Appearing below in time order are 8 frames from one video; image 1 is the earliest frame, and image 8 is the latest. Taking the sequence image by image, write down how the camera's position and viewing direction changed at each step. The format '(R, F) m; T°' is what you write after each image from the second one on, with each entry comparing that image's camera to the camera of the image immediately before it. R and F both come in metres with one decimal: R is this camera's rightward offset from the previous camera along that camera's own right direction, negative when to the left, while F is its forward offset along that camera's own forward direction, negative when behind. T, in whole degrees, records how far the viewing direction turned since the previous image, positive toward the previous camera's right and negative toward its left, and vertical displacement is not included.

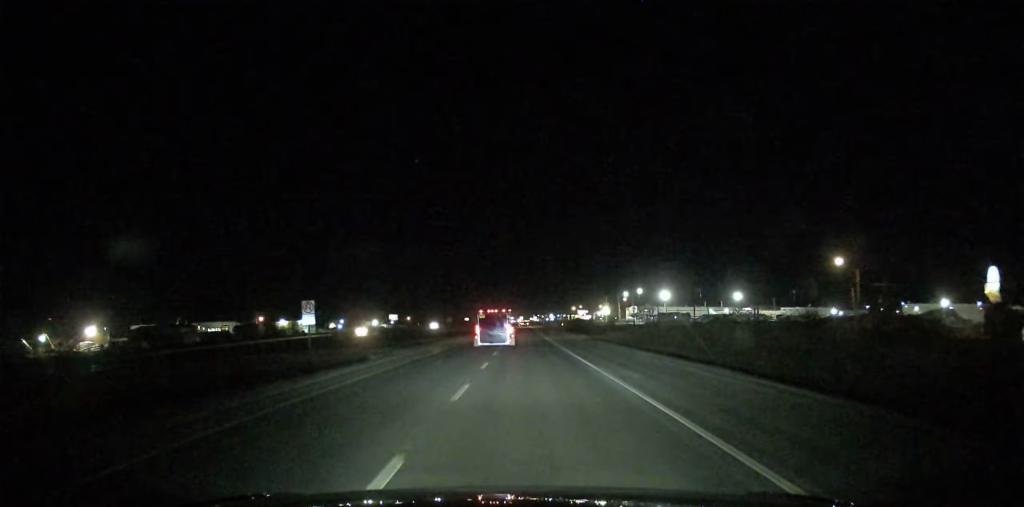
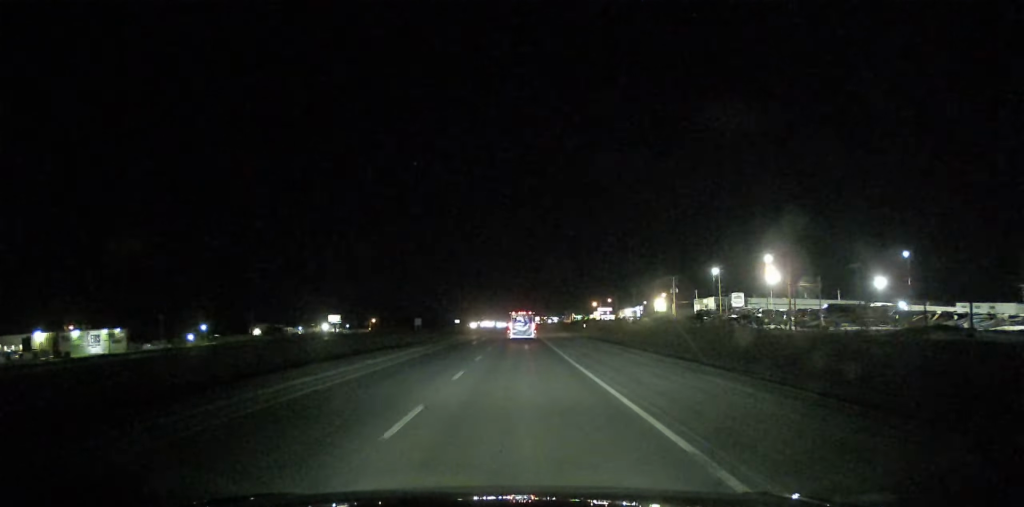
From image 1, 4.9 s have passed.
(+0.3, +156.6) m; 0°
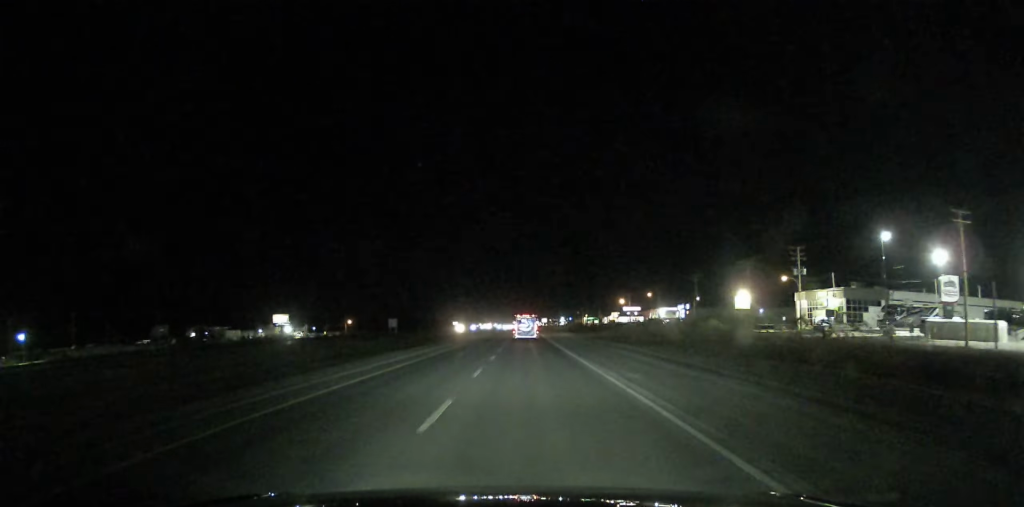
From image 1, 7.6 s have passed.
(-0.2, +89.8) m; 0°
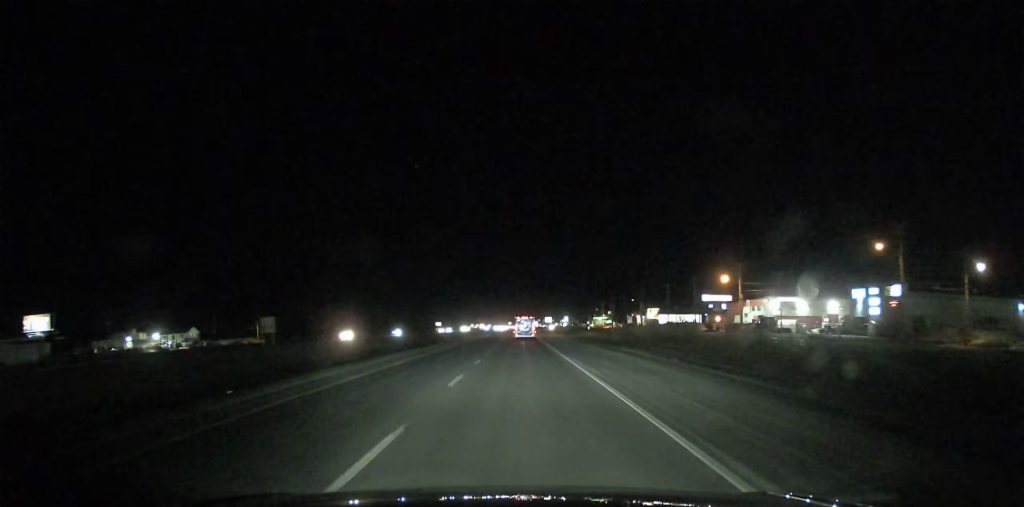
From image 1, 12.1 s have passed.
(-0.1, +151.1) m; 0°
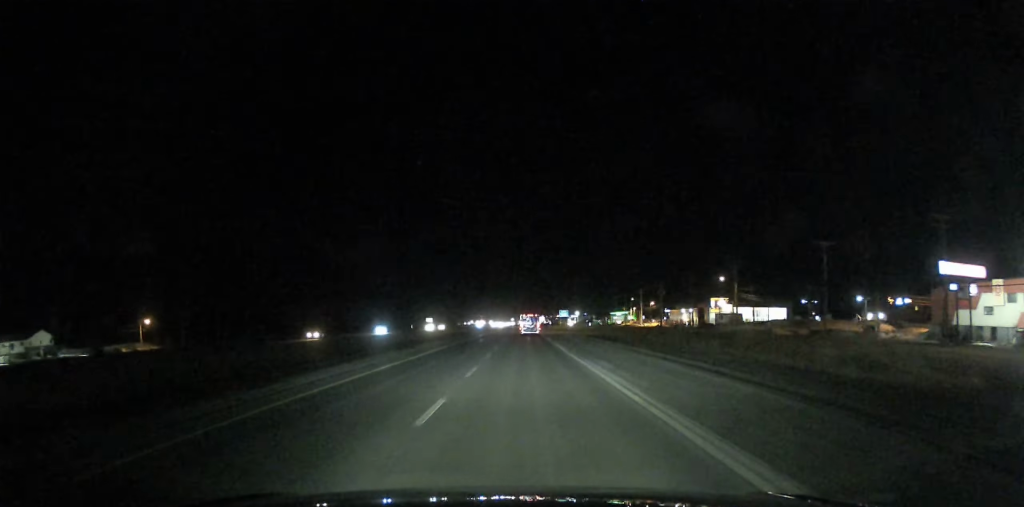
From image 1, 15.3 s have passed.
(0.0, +84.1) m; 0°
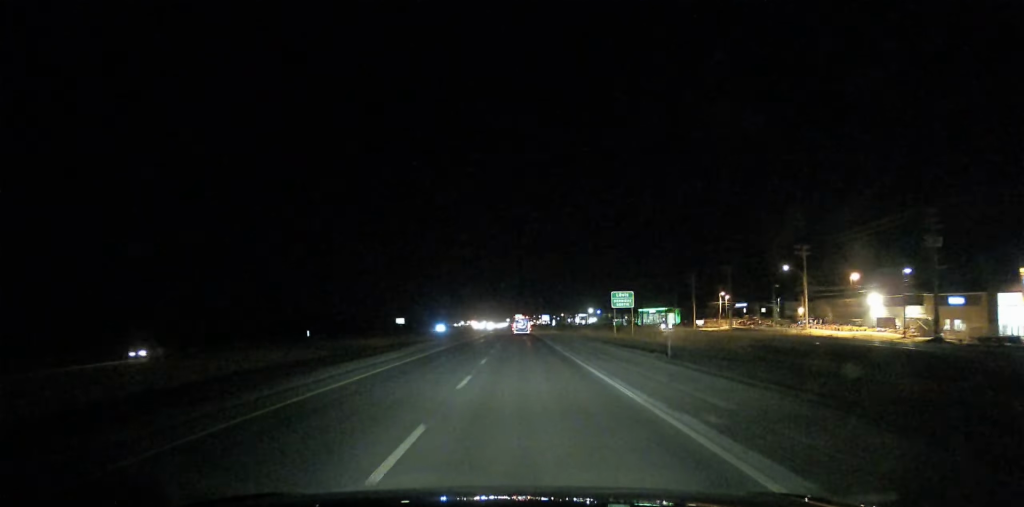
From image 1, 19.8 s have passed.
(-0.1, +97.8) m; 0°
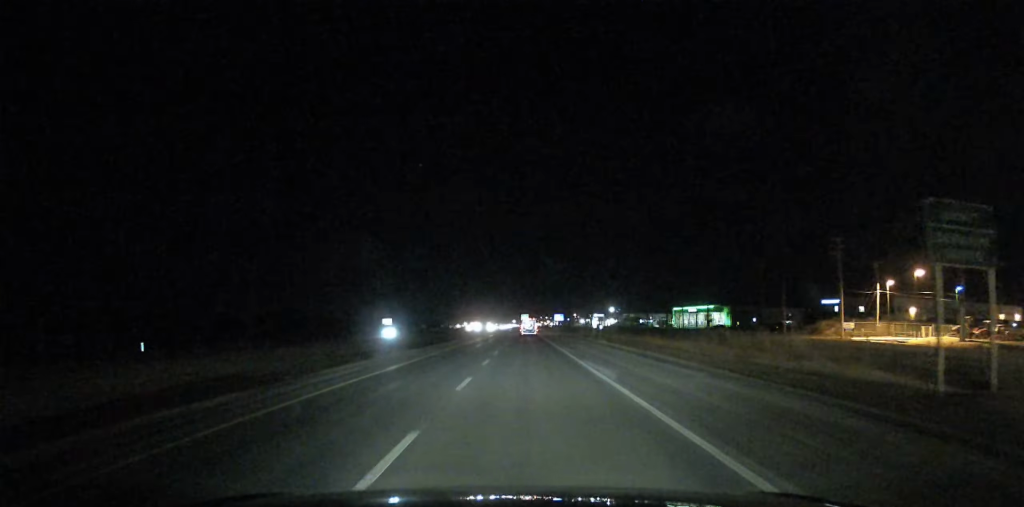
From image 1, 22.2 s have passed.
(-0.1, +51.3) m; 0°
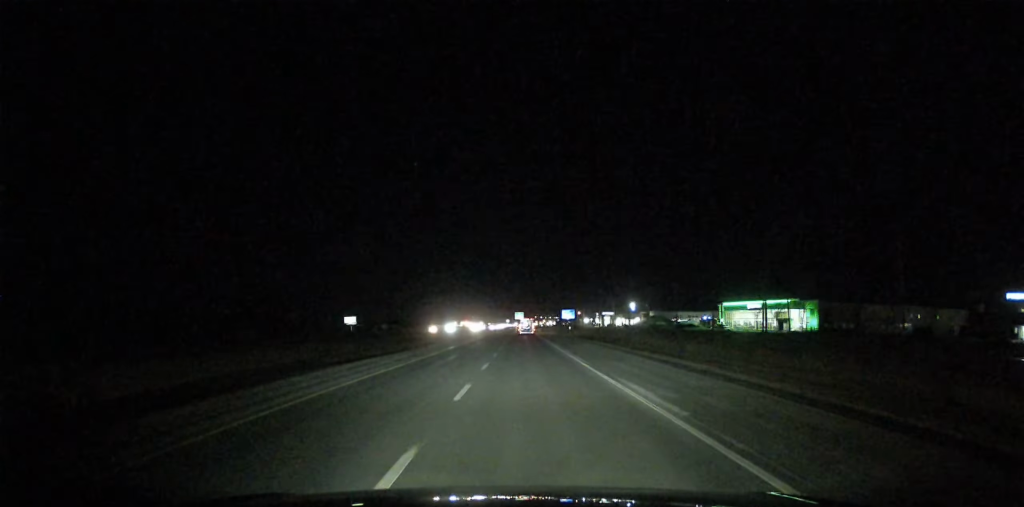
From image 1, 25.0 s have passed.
(0.0, +77.2) m; 0°
